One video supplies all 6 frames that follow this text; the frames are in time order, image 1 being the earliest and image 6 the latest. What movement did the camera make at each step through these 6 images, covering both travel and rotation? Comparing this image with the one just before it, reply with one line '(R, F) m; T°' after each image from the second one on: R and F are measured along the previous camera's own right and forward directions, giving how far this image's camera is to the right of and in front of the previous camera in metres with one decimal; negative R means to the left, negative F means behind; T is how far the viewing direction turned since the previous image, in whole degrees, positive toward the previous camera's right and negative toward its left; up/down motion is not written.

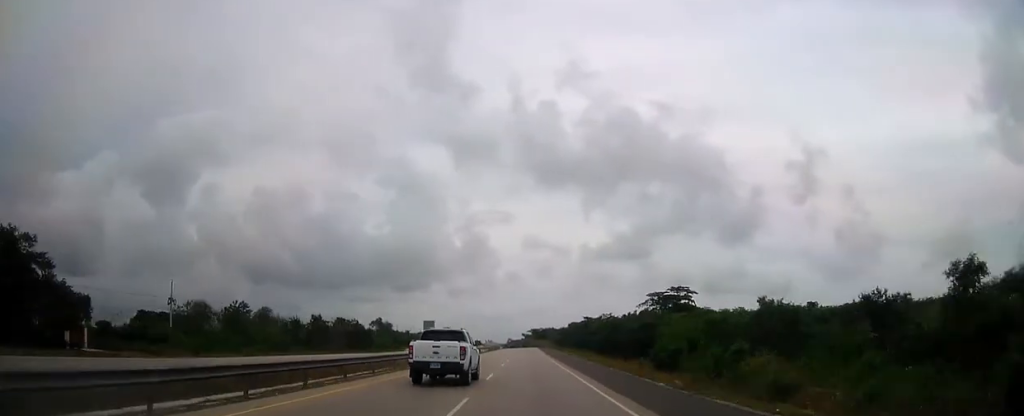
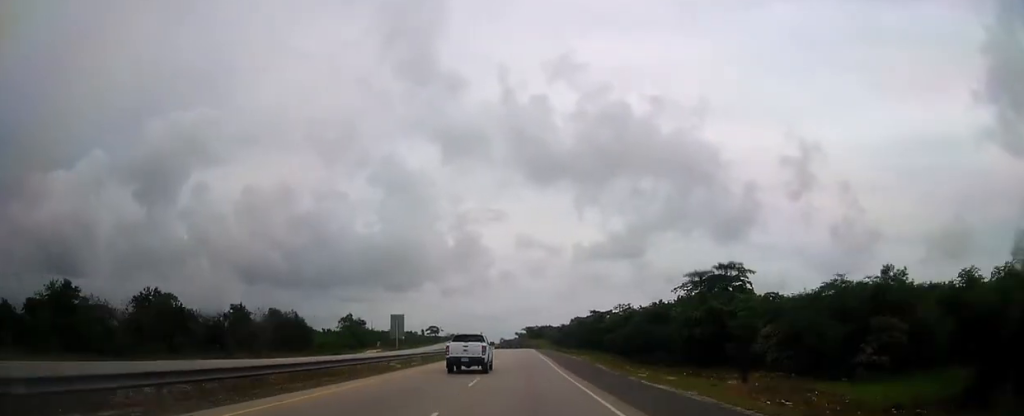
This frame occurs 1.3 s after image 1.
(+0.5, +39.6) m; +1°
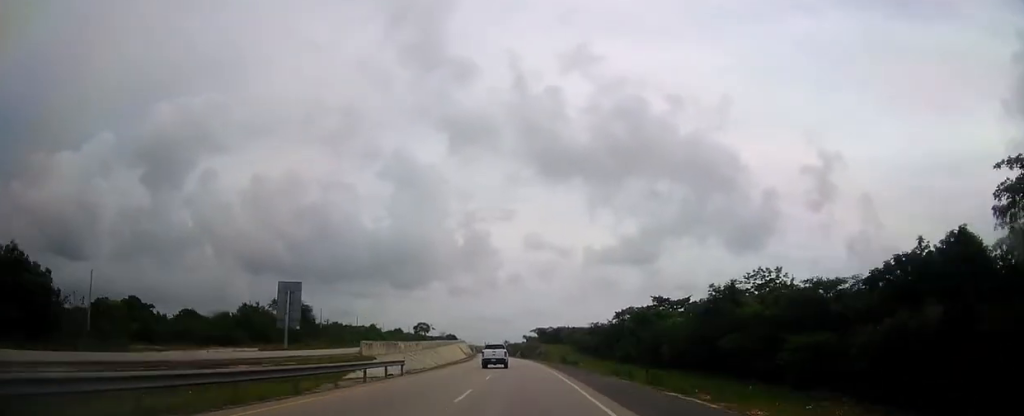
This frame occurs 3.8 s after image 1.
(+0.4, +76.6) m; -1°
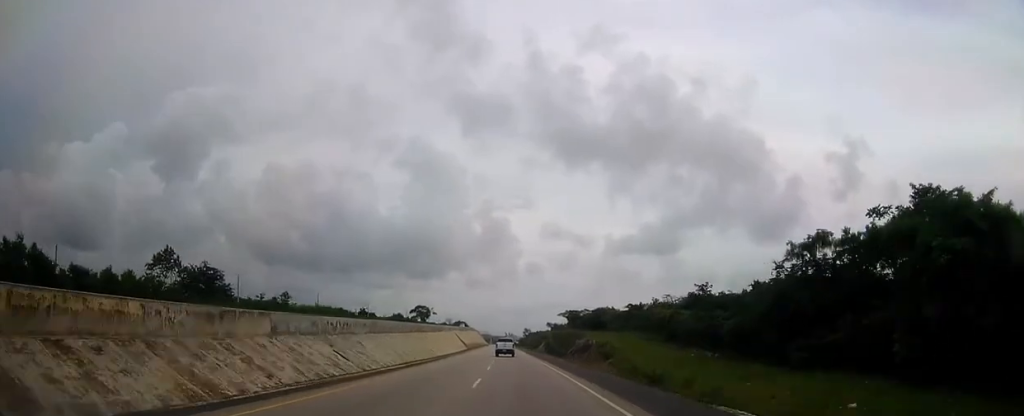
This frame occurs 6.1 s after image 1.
(-1.0, +69.4) m; -2°
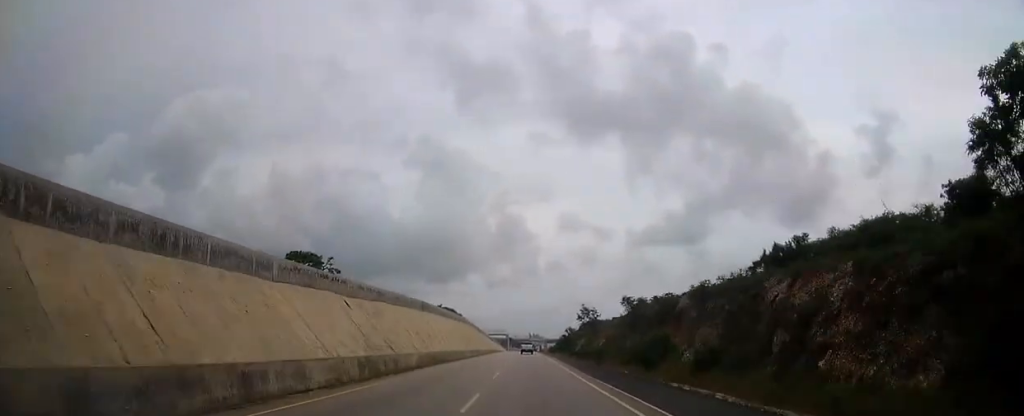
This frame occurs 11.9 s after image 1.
(-4.7, +174.5) m; -2°
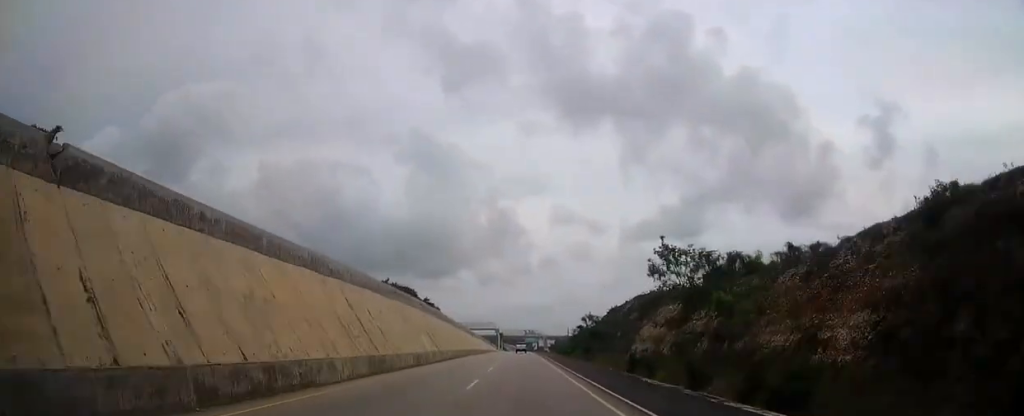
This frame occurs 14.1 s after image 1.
(+0.3, +66.1) m; 0°
